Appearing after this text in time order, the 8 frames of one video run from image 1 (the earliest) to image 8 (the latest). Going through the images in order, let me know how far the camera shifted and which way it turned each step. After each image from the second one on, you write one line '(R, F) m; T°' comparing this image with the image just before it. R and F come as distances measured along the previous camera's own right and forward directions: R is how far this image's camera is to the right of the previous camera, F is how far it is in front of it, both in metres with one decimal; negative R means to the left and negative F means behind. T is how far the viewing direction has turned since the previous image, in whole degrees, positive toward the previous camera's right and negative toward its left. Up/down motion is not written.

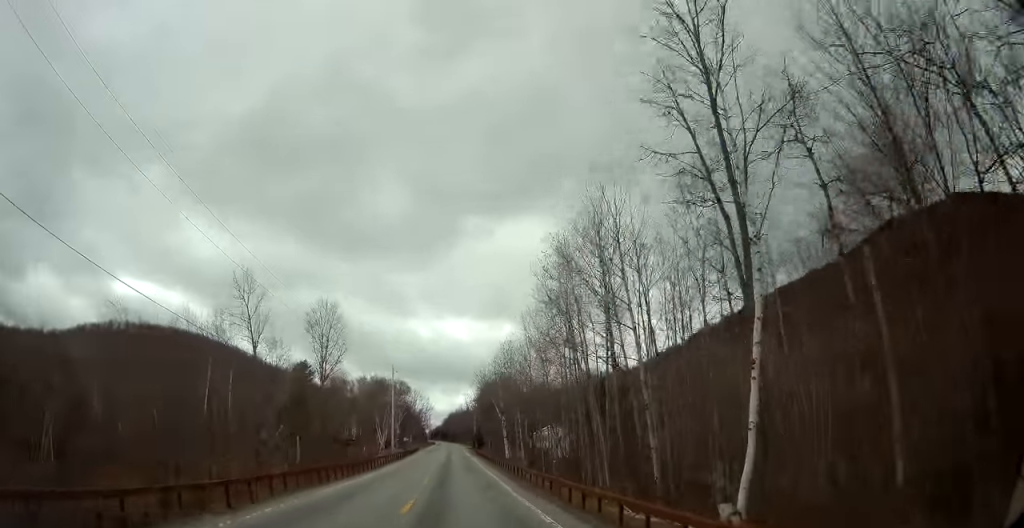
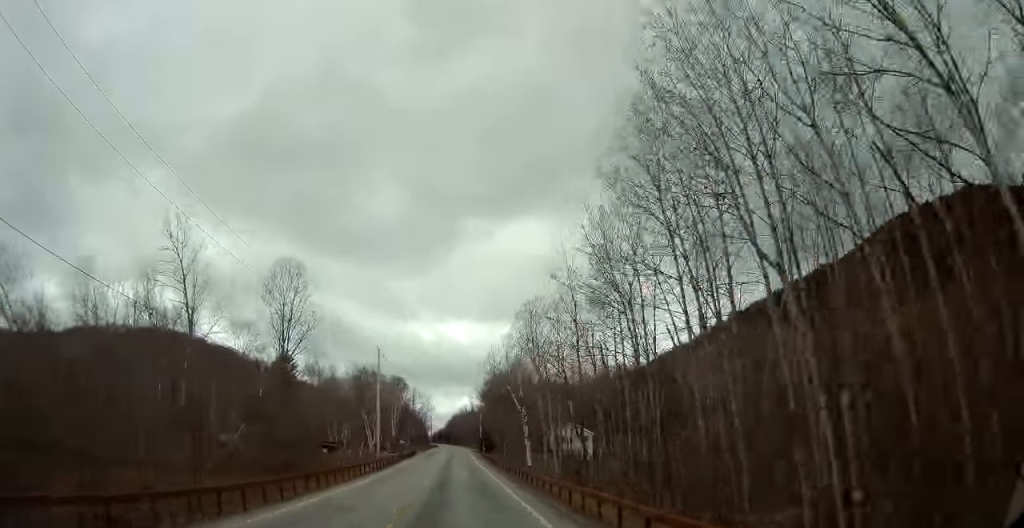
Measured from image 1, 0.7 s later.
(-0.1, +16.6) m; 0°
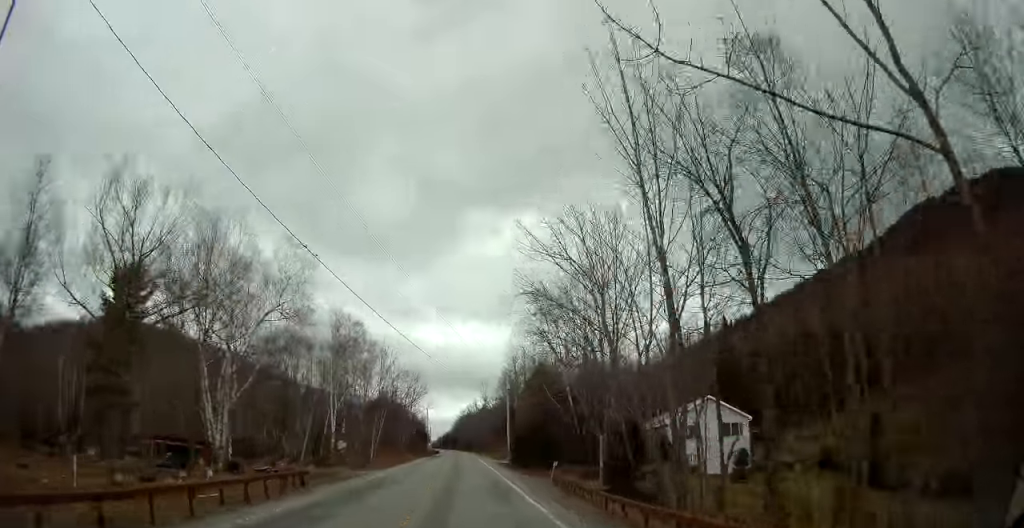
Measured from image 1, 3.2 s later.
(+0.1, +62.6) m; -1°
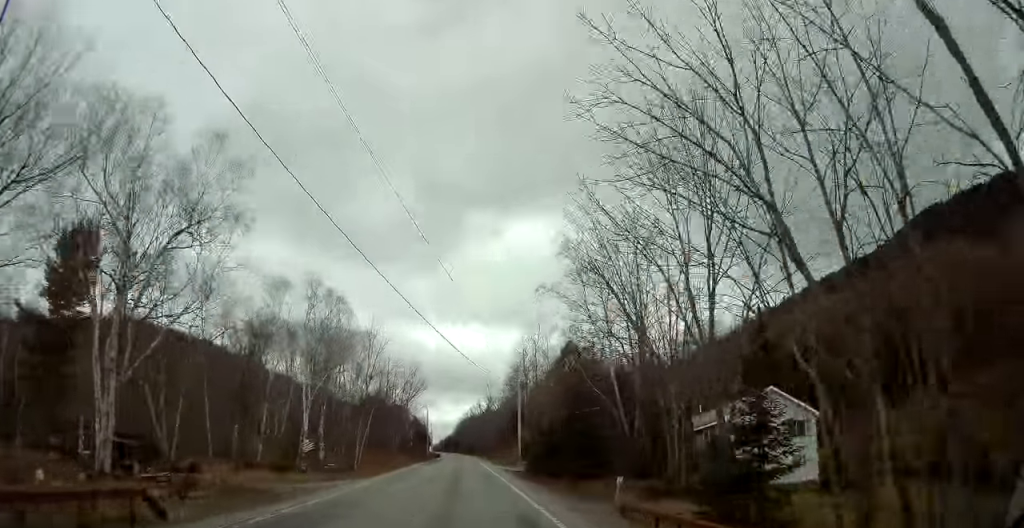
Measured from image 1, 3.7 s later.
(0.0, +11.4) m; 0°
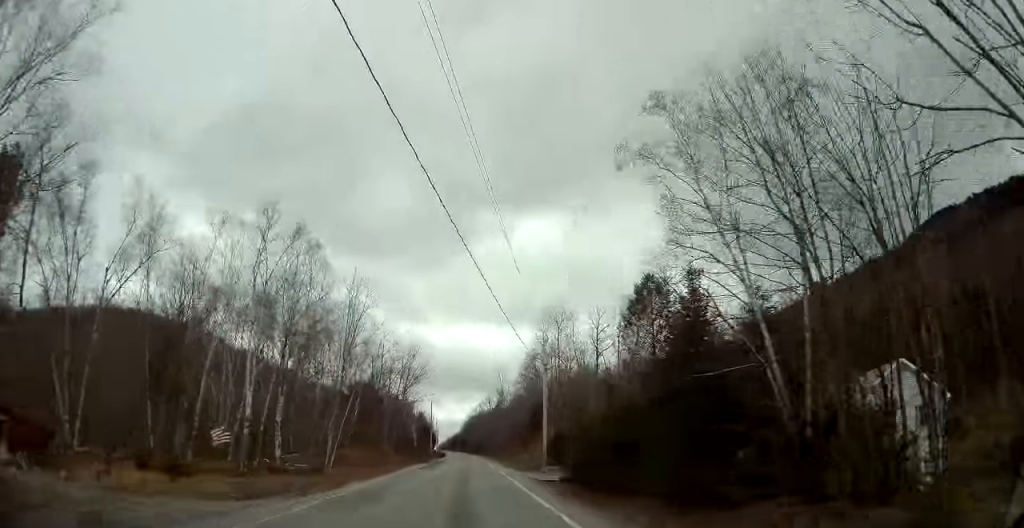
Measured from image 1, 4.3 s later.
(0.0, +14.7) m; 0°
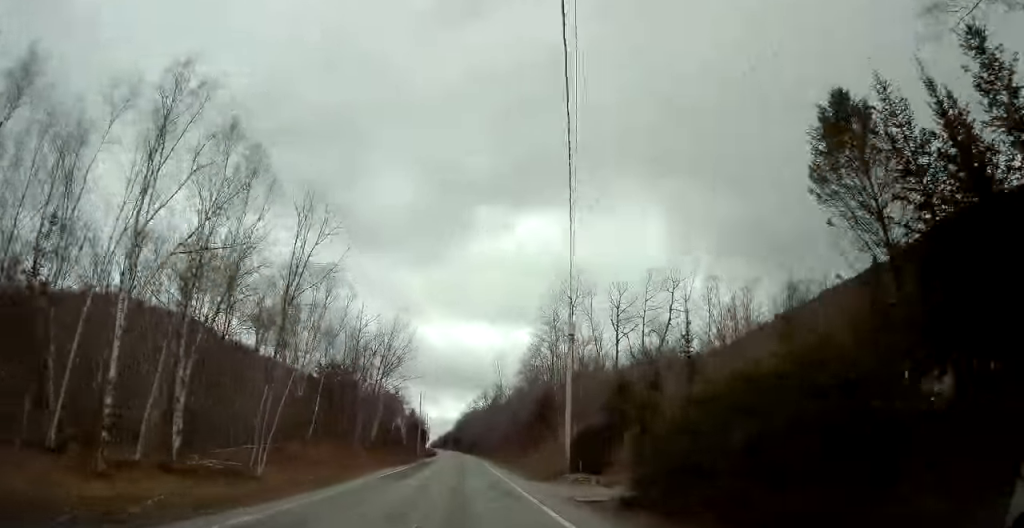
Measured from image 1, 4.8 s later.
(0.0, +13.8) m; 0°
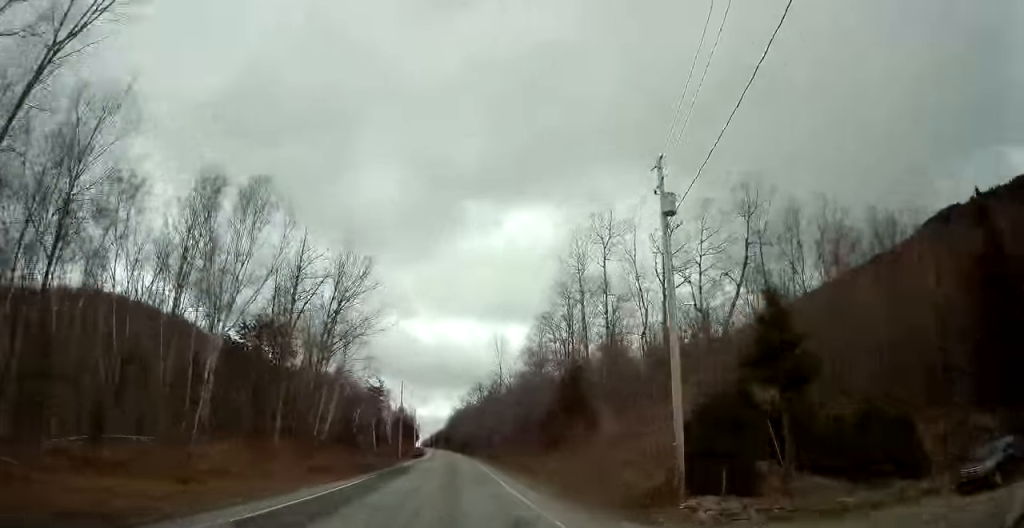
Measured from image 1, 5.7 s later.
(+0.1, +20.1) m; +1°
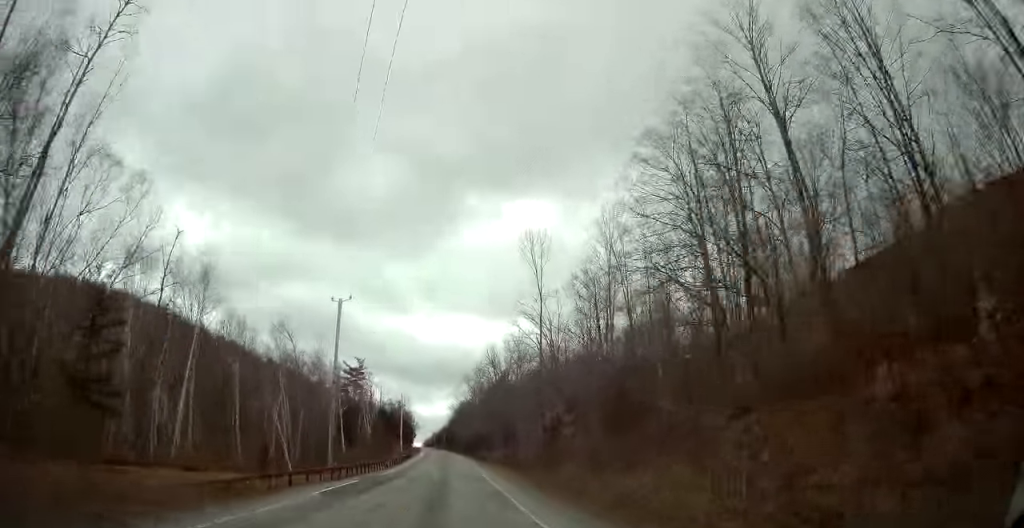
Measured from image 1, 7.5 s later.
(0.0, +44.7) m; 0°
